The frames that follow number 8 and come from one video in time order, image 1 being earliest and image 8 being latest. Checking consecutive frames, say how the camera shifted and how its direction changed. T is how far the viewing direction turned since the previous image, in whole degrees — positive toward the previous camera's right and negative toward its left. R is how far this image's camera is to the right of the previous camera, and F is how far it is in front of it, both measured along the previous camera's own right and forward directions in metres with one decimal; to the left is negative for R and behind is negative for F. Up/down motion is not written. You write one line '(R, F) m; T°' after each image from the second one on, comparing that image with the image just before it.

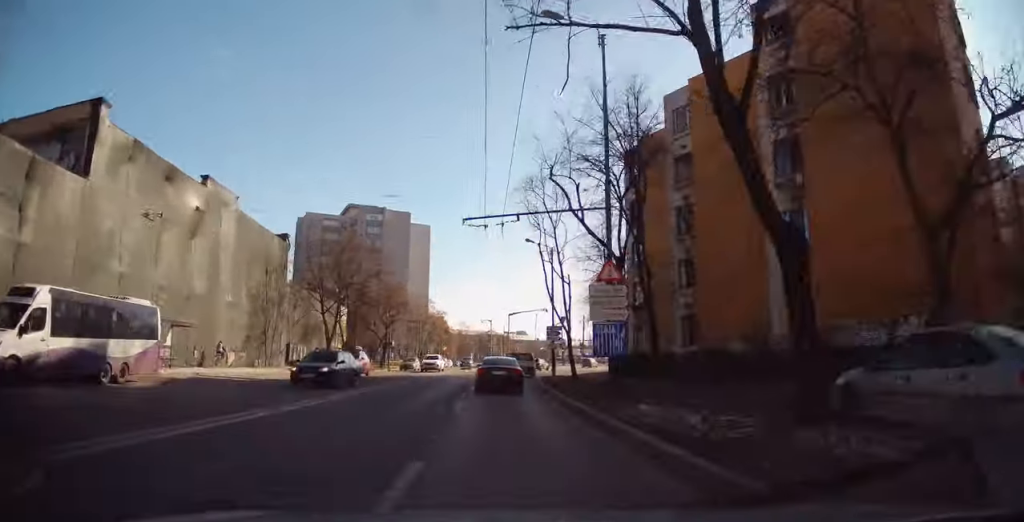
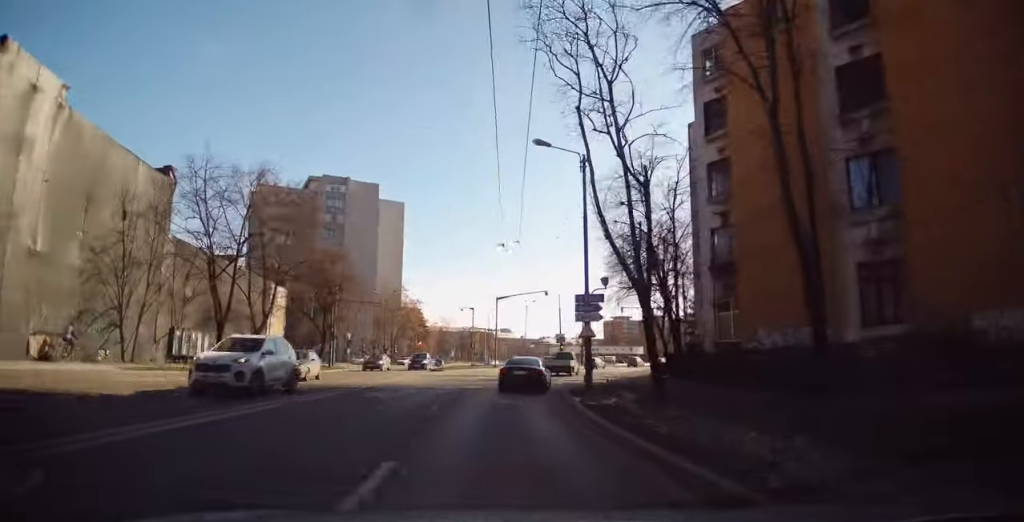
(+0.4, +18.1) m; +2°
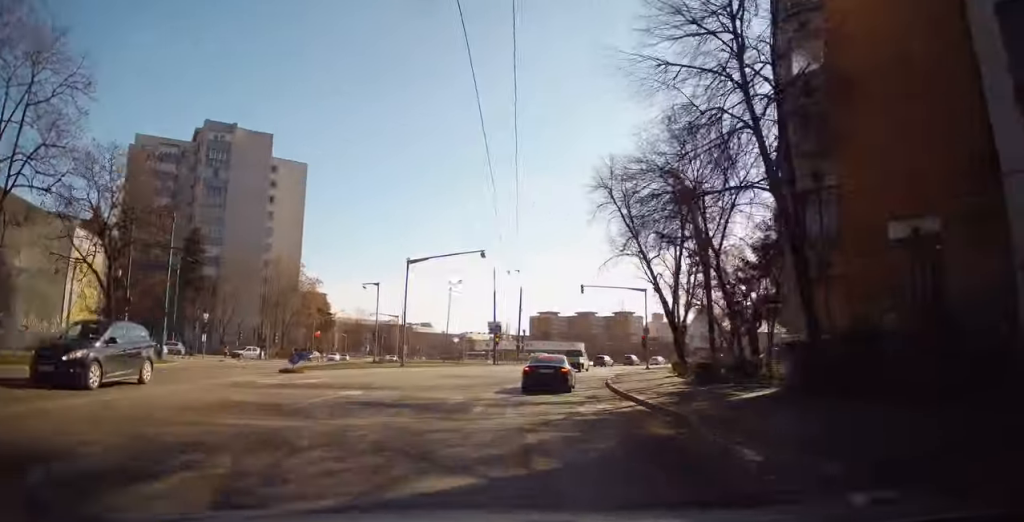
(+0.9, +19.7) m; +8°
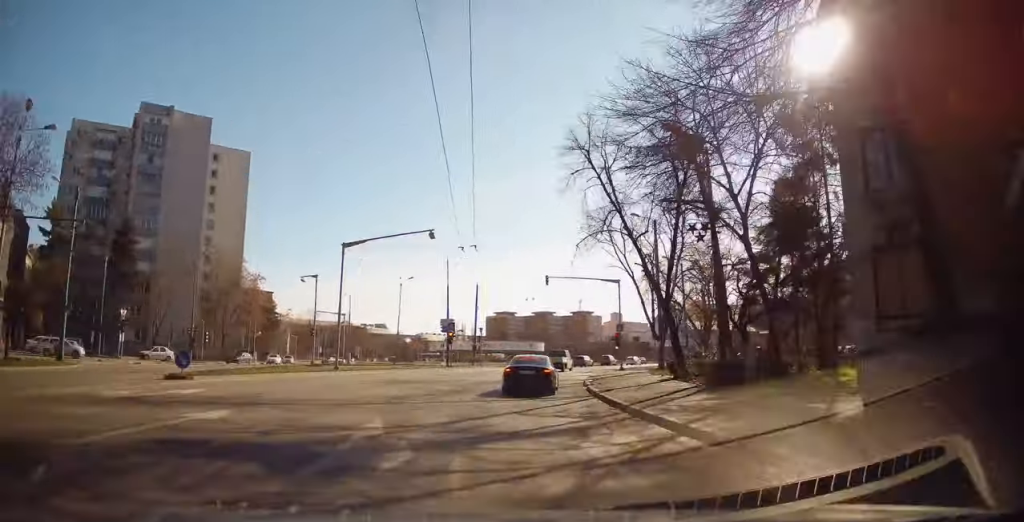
(+0.1, +6.2) m; +4°
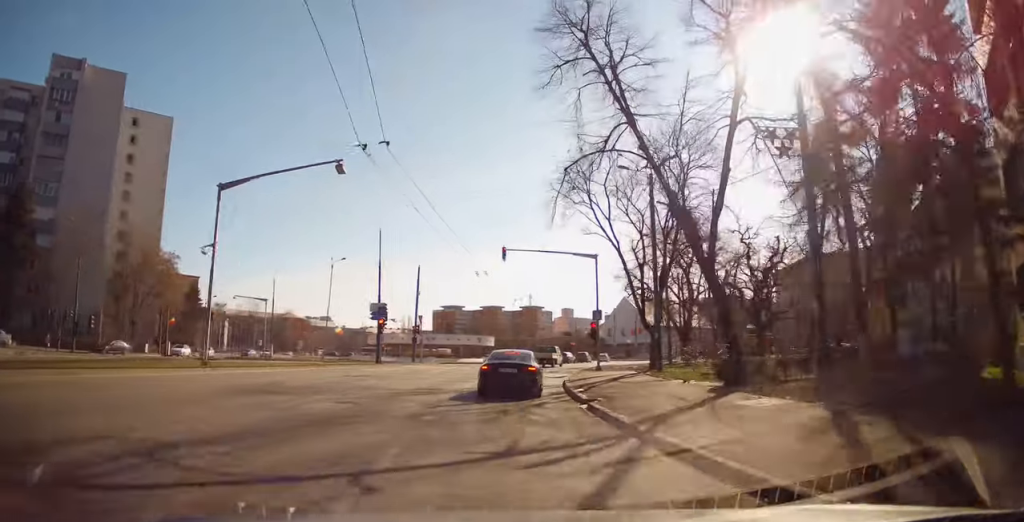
(+0.5, +9.6) m; +5°
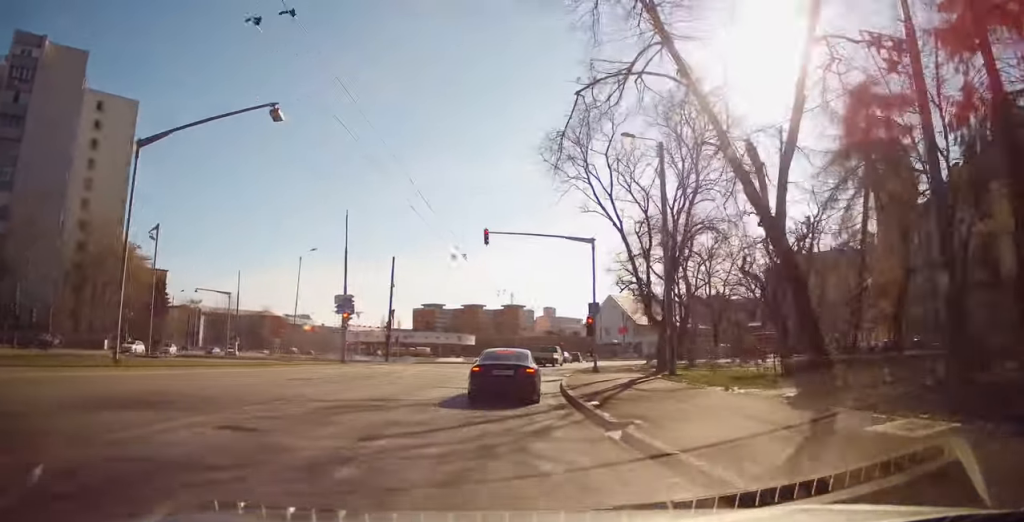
(+0.1, +4.7) m; +2°
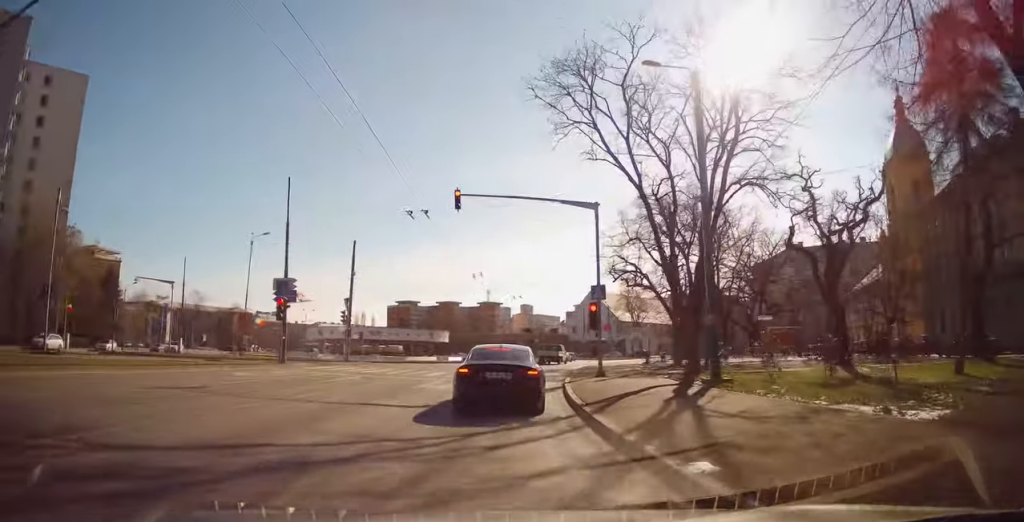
(+0.3, +7.5) m; +4°
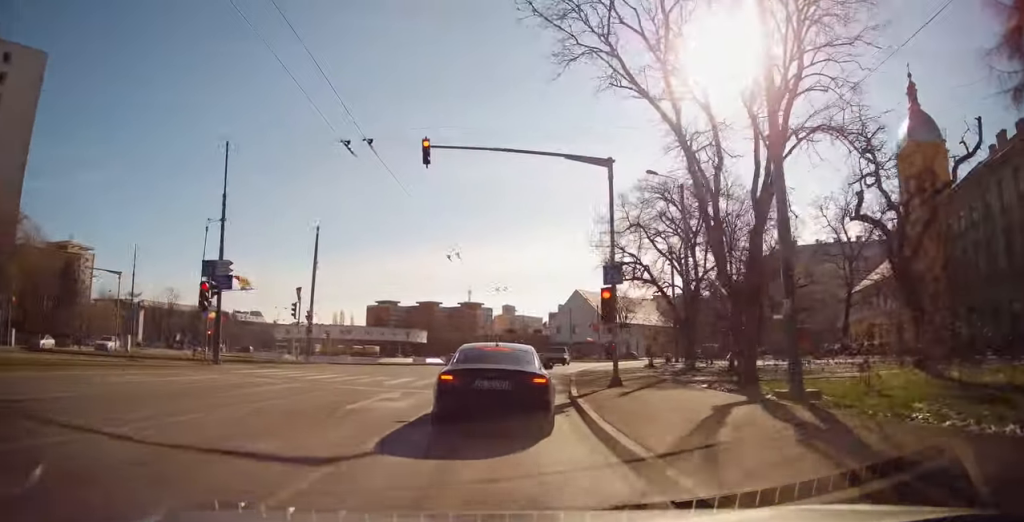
(+0.3, +6.2) m; -1°
